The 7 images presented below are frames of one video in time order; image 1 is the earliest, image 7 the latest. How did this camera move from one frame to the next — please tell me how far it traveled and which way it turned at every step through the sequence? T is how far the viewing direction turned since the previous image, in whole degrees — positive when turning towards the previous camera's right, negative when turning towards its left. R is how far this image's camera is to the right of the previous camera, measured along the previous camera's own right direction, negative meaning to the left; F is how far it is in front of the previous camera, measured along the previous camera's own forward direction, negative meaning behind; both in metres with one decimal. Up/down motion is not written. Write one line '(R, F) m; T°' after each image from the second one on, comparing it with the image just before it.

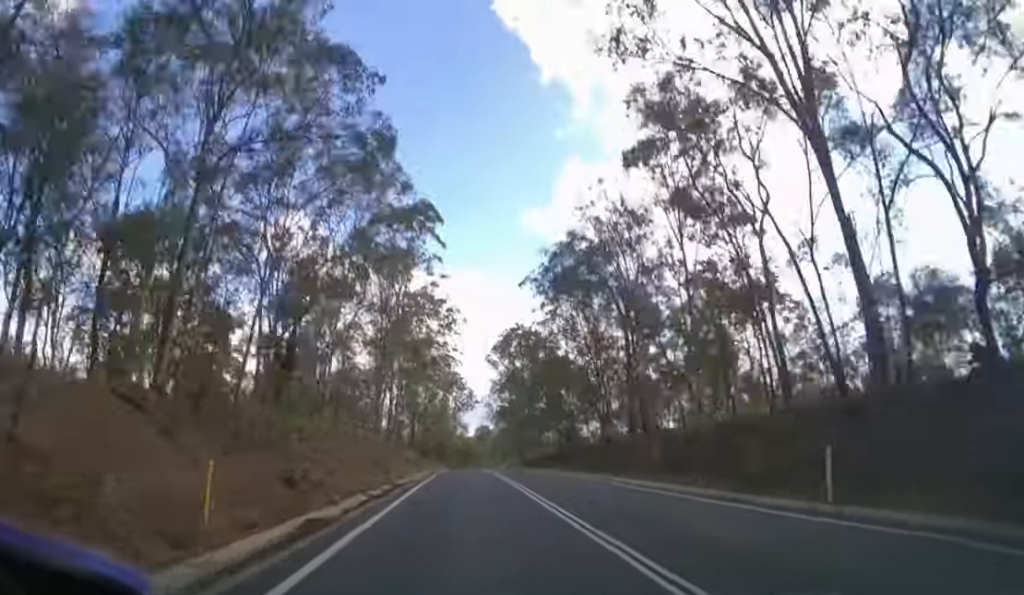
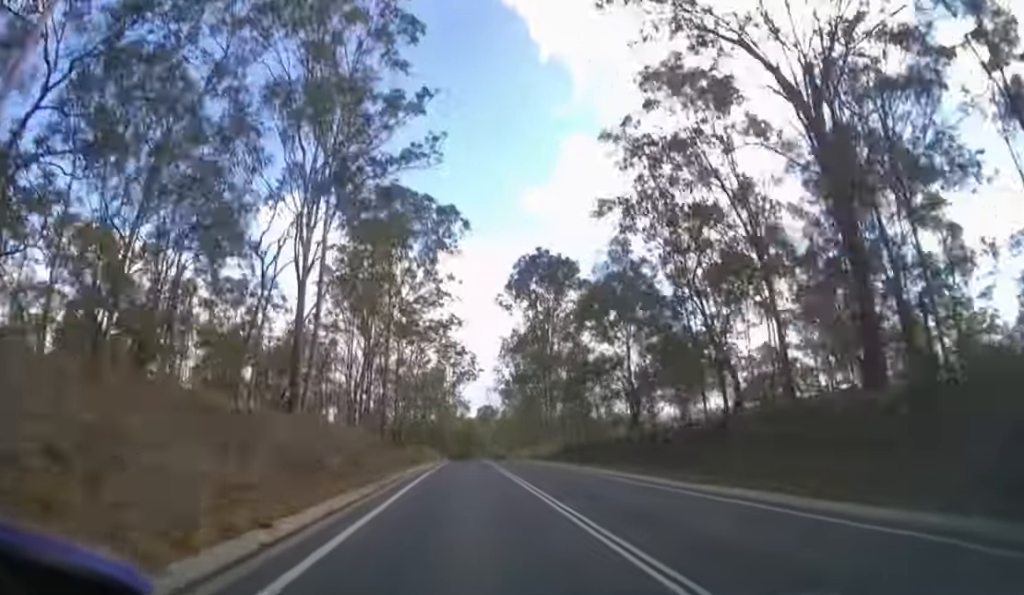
(+0.1, +26.3) m; 0°
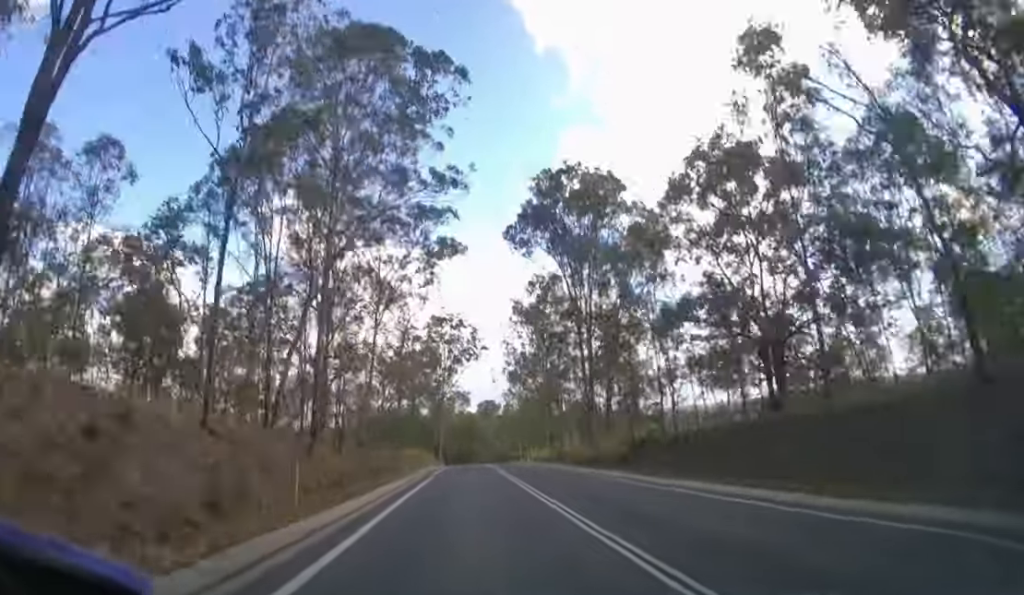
(0.0, +17.0) m; 0°
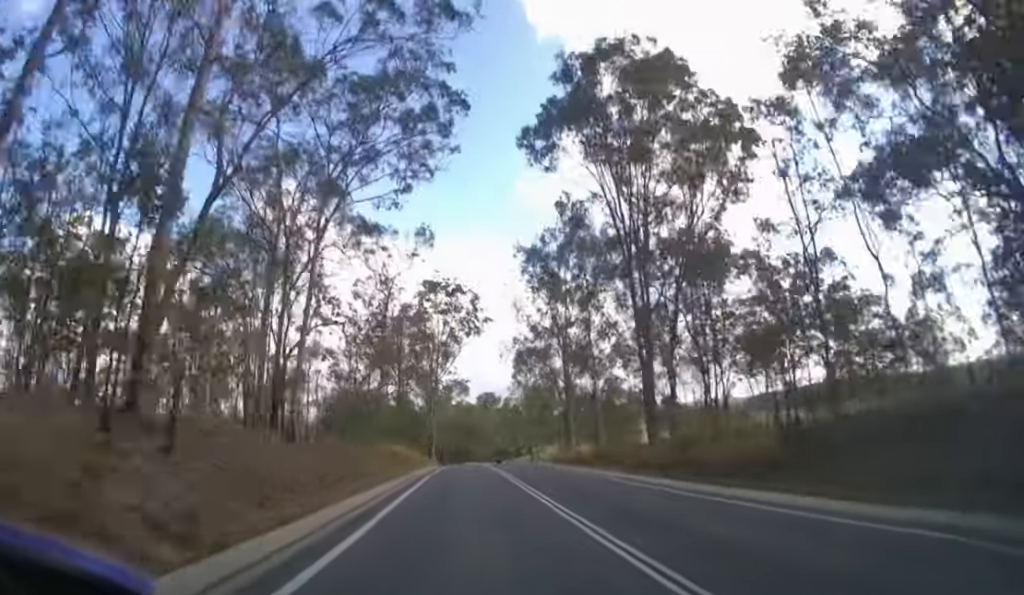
(0.0, +11.7) m; 0°
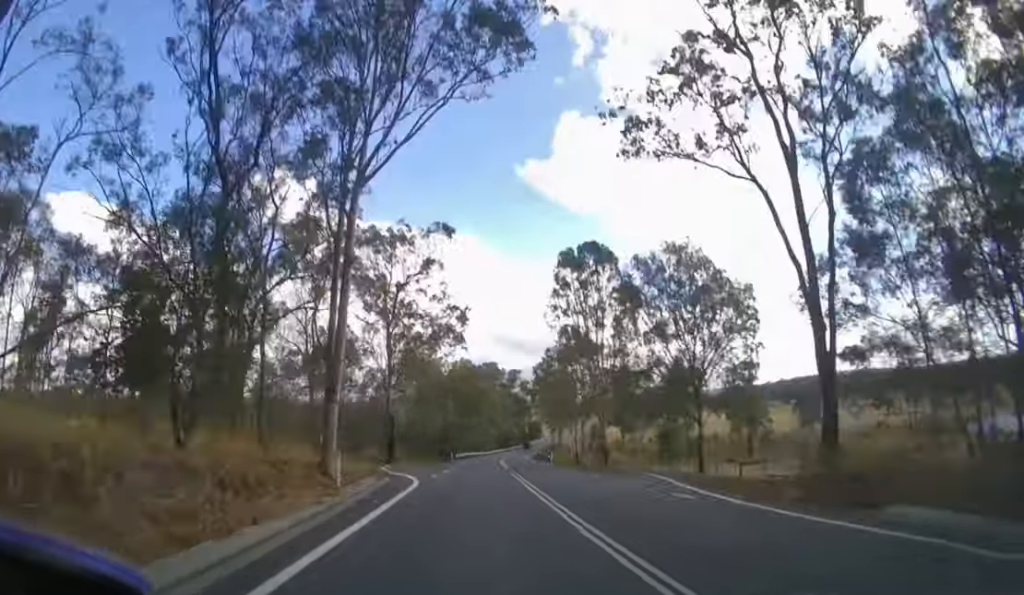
(0.0, +39.2) m; 0°
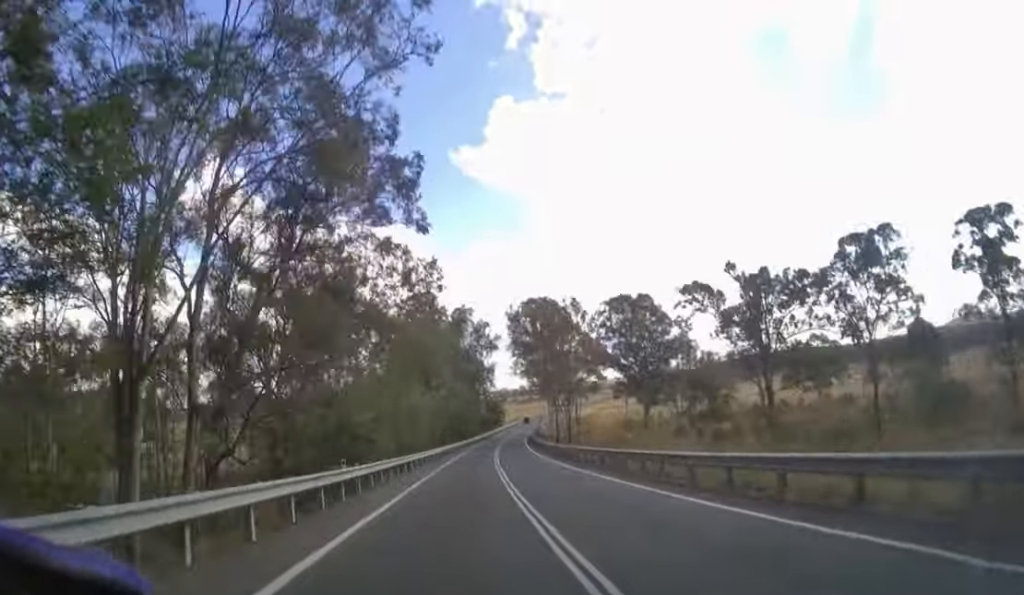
(+3.7, +75.9) m; +6°
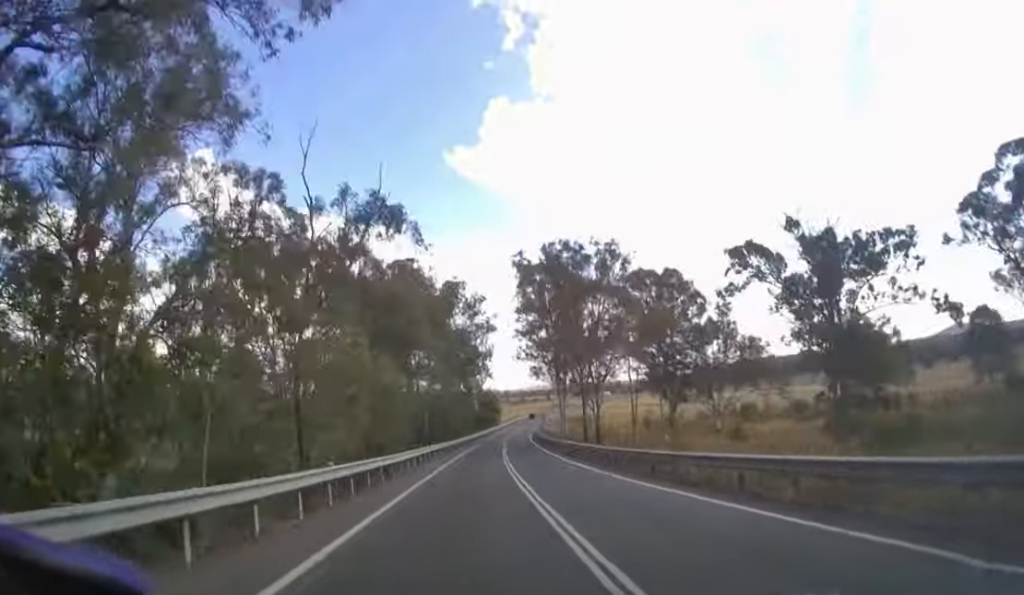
(+0.1, +21.4) m; +2°
